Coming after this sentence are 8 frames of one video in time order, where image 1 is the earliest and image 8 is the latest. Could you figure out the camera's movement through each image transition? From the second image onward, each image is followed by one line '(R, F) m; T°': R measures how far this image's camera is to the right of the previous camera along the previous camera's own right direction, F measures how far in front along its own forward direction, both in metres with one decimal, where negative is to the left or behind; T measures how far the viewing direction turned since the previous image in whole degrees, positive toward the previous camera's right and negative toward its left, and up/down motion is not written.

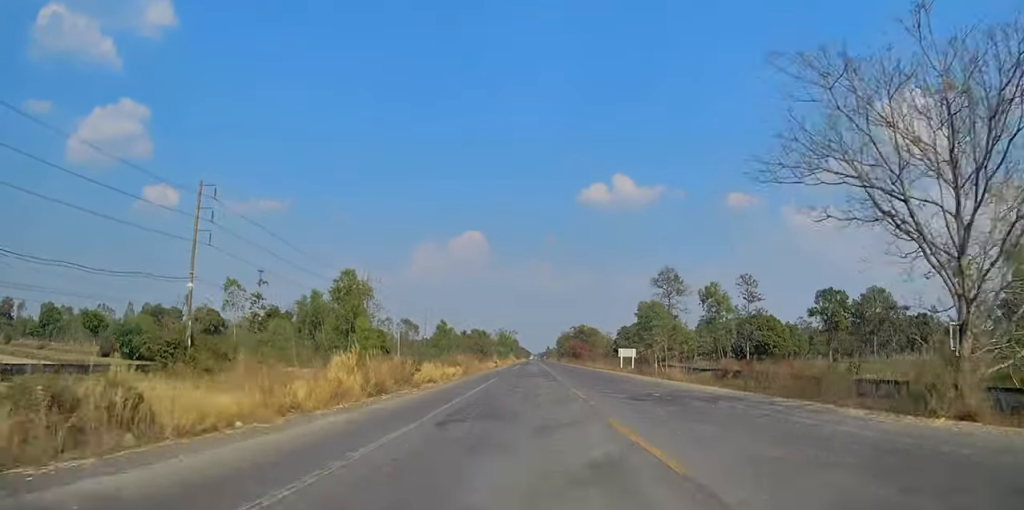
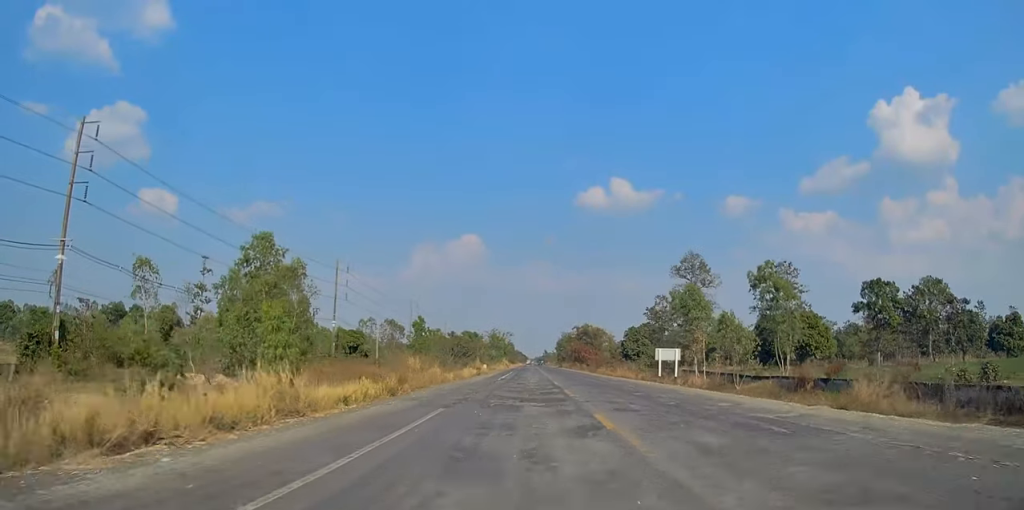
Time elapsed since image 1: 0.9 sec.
(0.0, +21.7) m; -1°
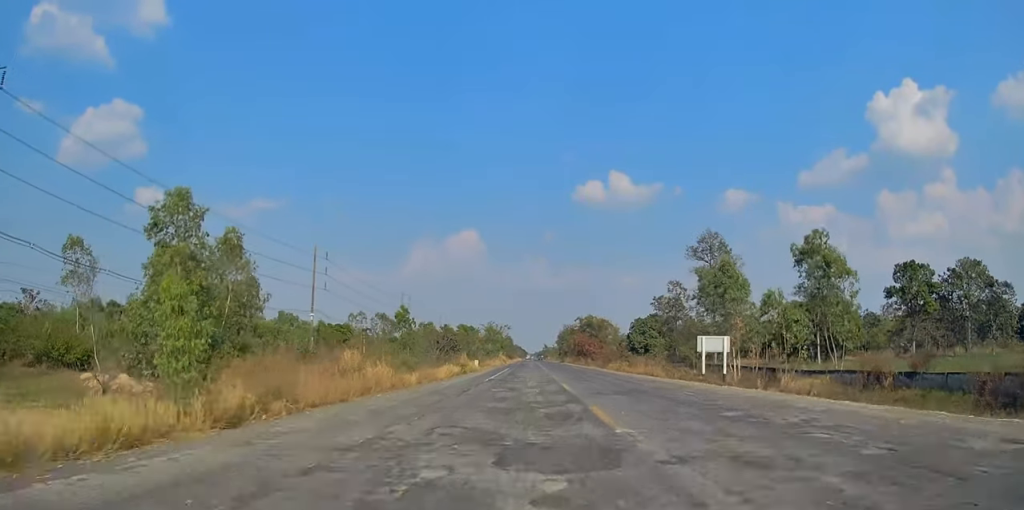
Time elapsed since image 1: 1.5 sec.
(0.0, +12.2) m; 0°
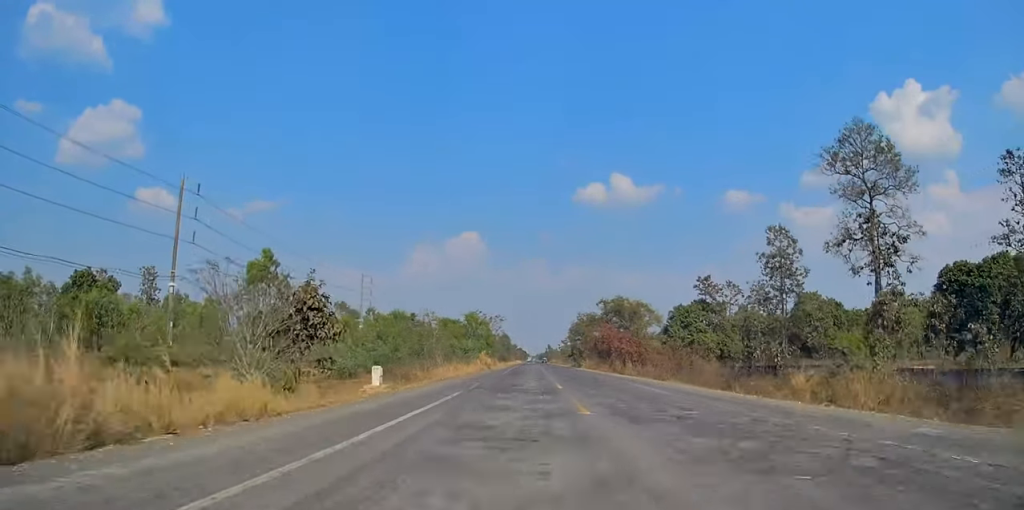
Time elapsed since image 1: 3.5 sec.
(-0.4, +45.7) m; -1°
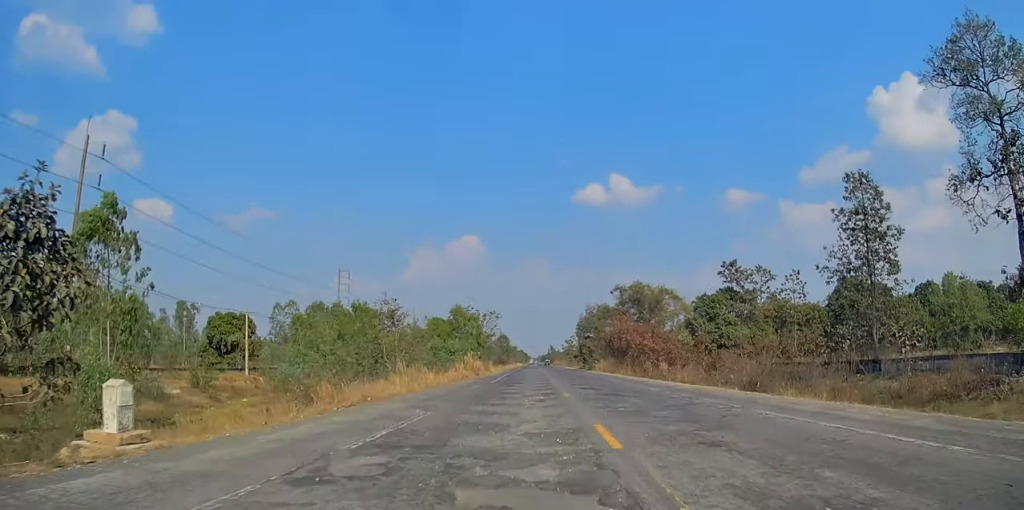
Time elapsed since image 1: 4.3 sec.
(-0.1, +17.7) m; 0°
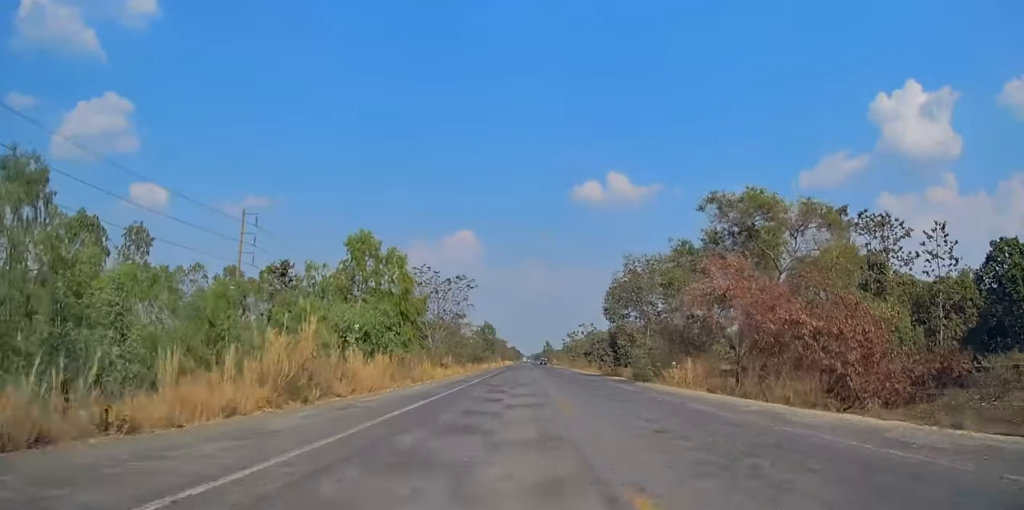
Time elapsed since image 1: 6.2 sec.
(+0.3, +43.1) m; 0°
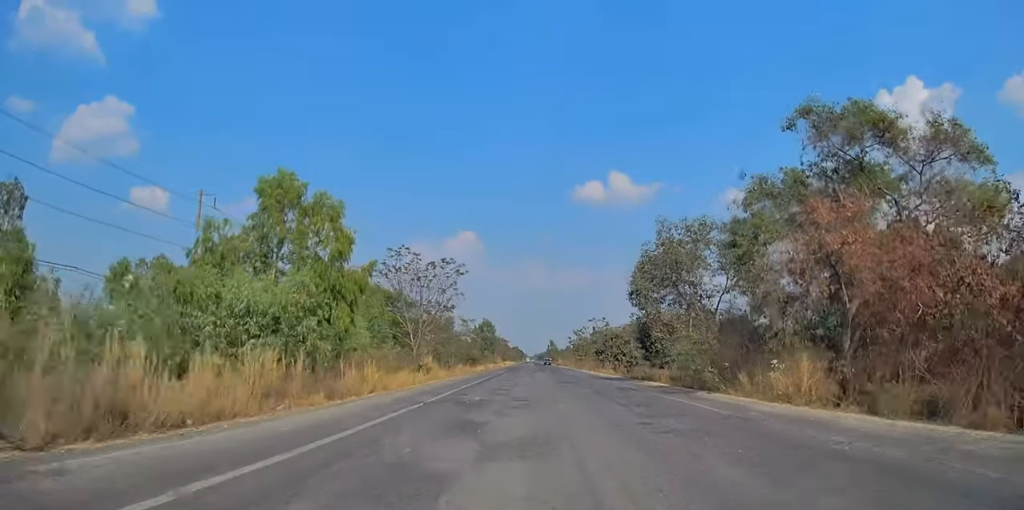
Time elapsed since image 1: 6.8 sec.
(-0.2, +12.1) m; 0°
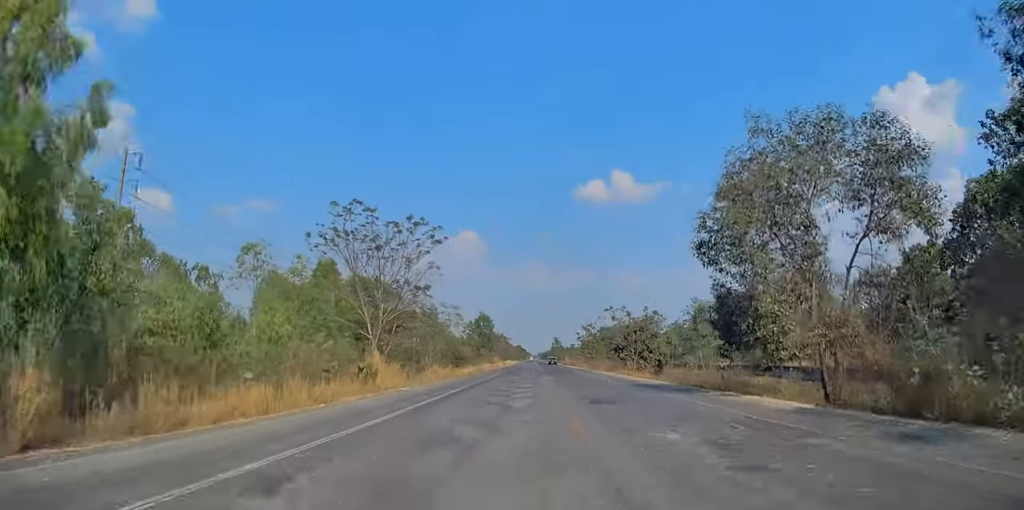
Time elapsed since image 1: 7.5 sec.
(-0.1, +16.2) m; 0°
